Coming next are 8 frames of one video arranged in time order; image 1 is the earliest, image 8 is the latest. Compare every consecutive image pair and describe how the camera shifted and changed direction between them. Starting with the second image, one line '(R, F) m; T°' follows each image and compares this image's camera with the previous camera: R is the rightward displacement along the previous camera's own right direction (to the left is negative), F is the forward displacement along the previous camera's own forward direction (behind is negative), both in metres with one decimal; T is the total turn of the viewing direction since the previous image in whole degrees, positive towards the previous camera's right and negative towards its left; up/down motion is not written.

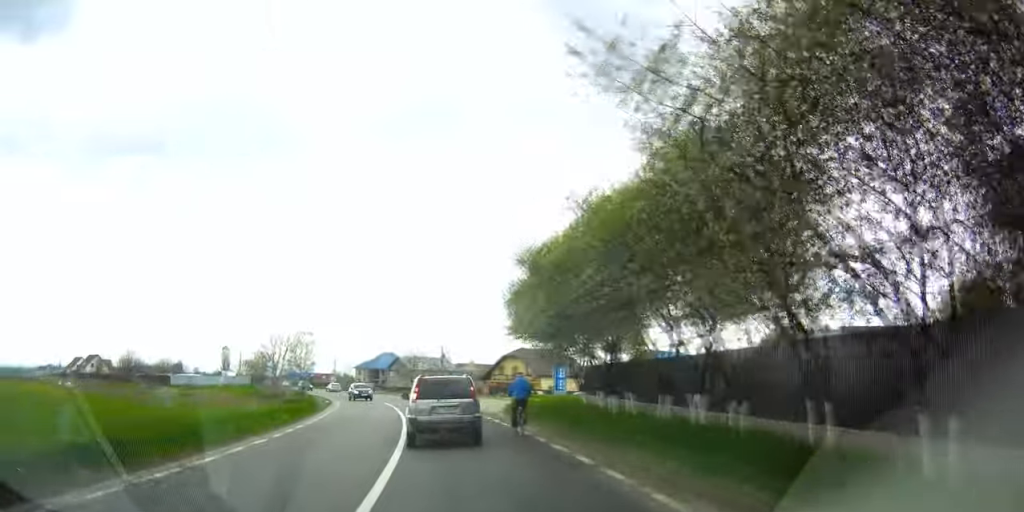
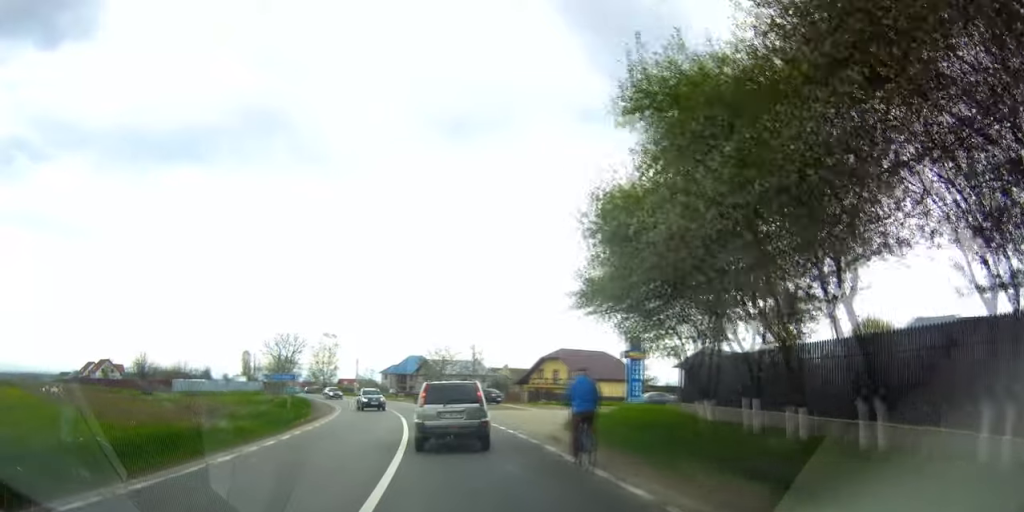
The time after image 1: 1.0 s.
(-0.1, +15.1) m; -3°
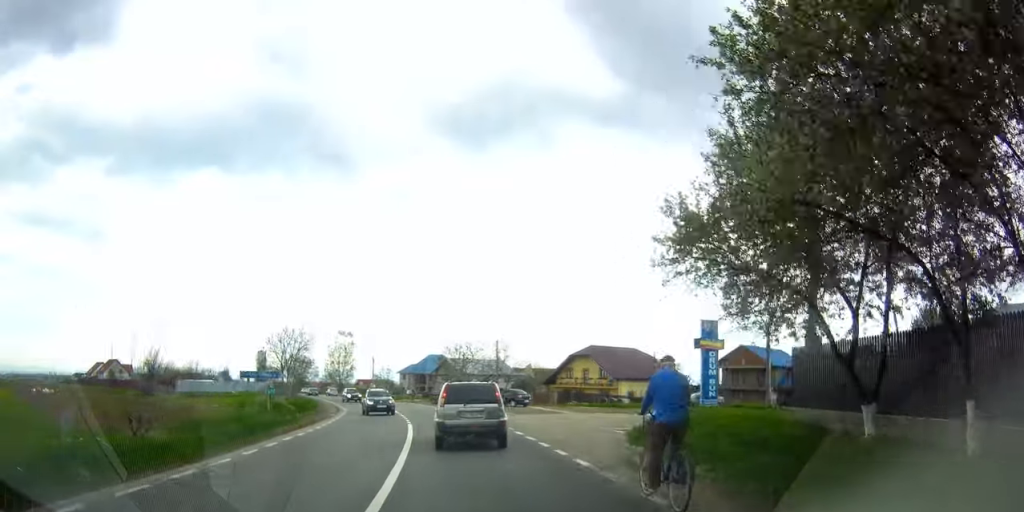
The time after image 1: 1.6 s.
(-0.3, +8.2) m; -3°
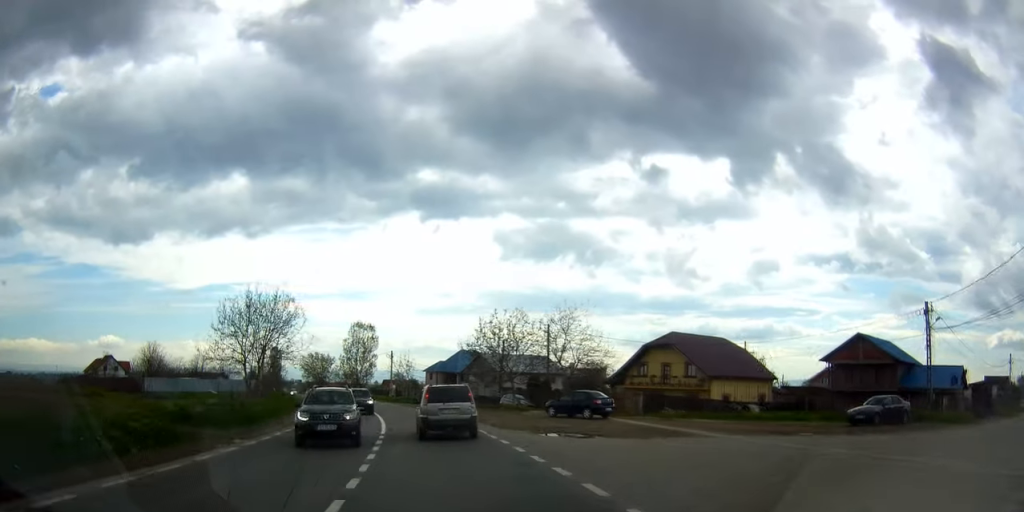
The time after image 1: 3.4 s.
(-1.5, +21.5) m; -8°
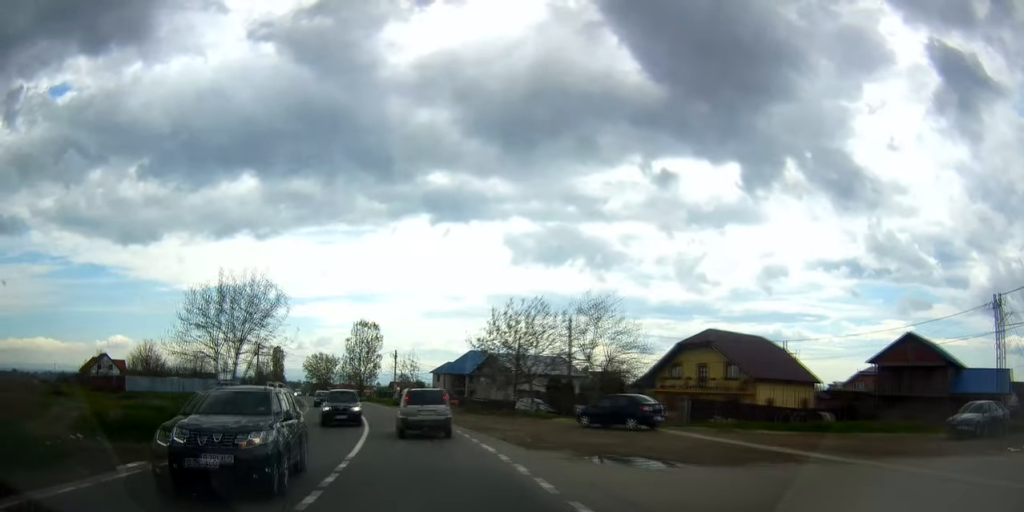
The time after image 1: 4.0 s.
(-0.1, +6.7) m; -4°
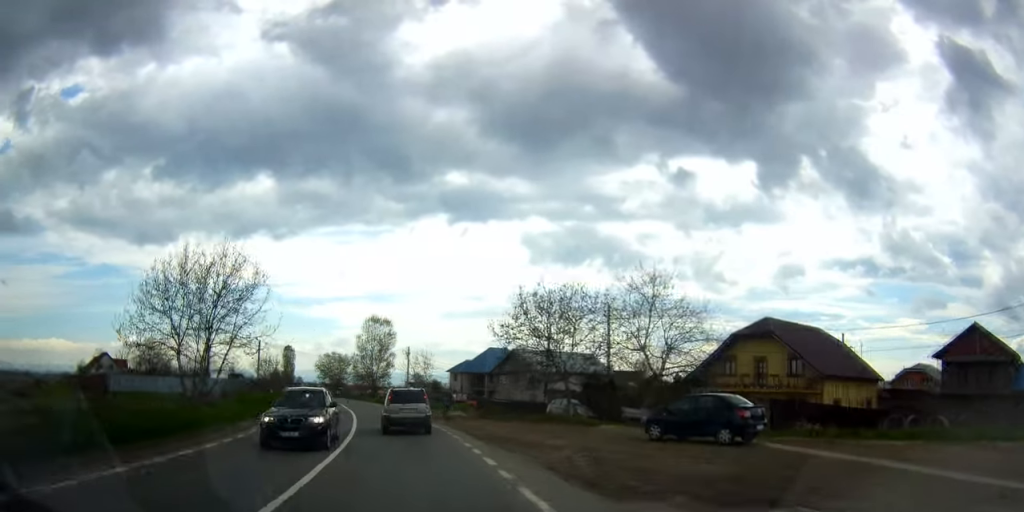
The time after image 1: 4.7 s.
(-0.3, +6.7) m; -2°
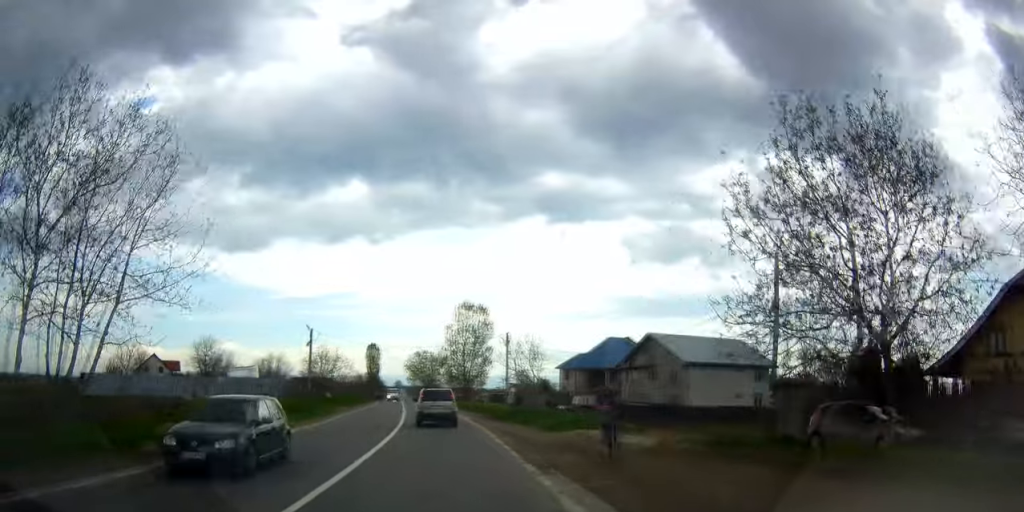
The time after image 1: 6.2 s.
(-0.4, +17.5) m; -1°
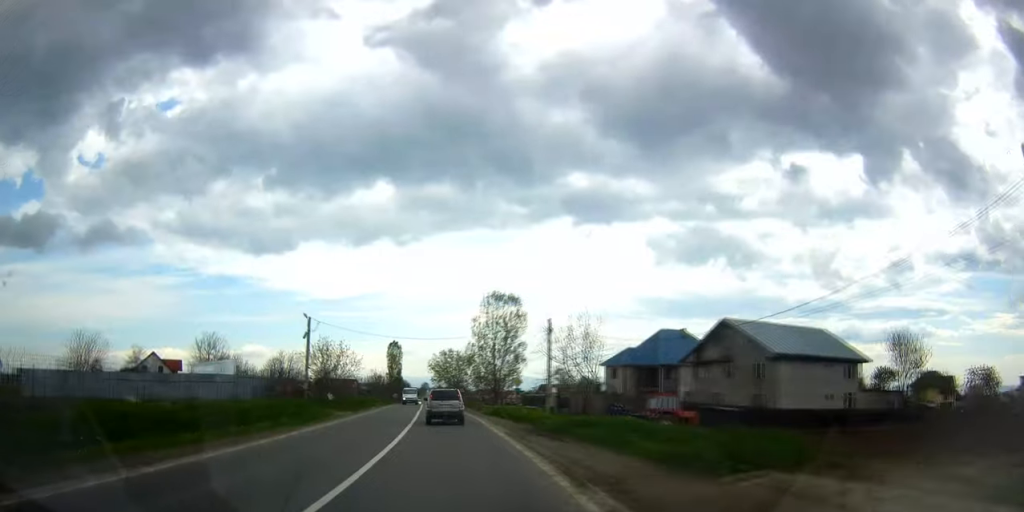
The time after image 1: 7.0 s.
(0.0, +10.0) m; 0°
